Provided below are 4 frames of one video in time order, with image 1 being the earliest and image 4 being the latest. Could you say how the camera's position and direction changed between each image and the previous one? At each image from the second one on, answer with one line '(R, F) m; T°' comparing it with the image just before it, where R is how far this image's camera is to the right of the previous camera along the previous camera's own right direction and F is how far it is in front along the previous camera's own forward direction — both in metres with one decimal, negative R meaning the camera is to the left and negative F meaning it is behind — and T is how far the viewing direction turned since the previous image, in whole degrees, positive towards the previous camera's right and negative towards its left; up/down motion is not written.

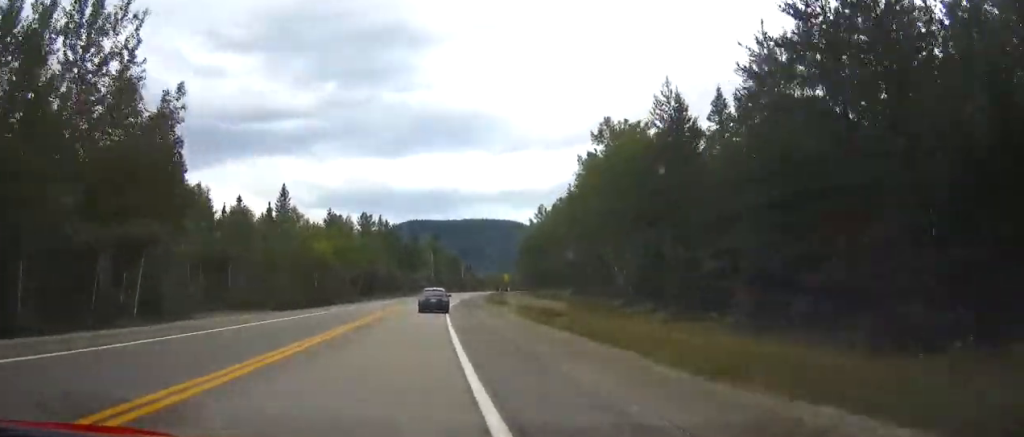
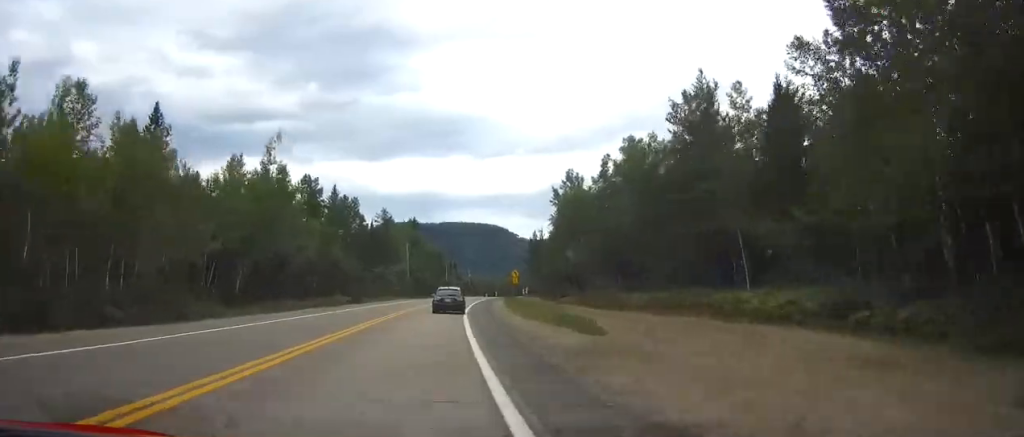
(-0.1, +47.1) m; +1°
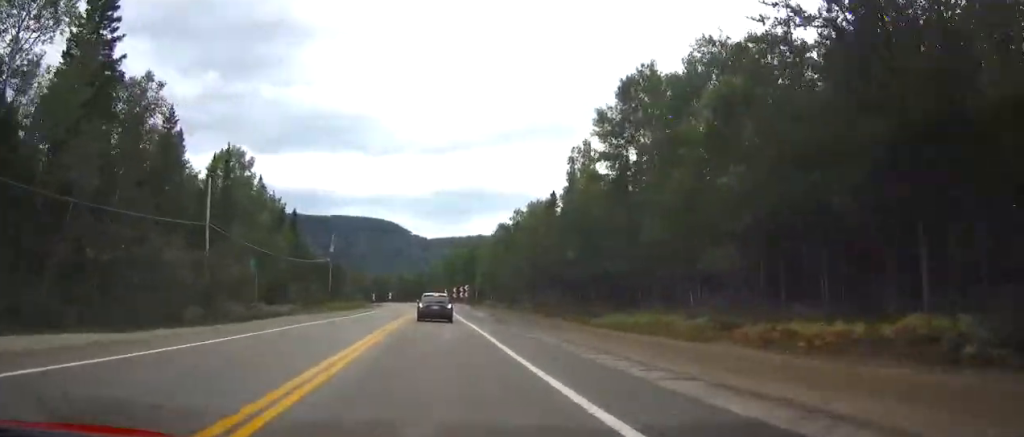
(+11.1, +131.4) m; +9°
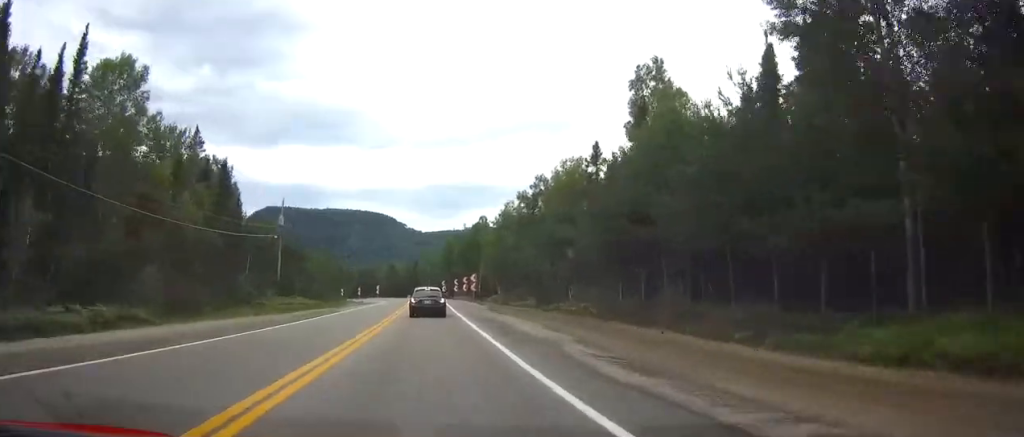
(+0.2, +27.0) m; +1°
